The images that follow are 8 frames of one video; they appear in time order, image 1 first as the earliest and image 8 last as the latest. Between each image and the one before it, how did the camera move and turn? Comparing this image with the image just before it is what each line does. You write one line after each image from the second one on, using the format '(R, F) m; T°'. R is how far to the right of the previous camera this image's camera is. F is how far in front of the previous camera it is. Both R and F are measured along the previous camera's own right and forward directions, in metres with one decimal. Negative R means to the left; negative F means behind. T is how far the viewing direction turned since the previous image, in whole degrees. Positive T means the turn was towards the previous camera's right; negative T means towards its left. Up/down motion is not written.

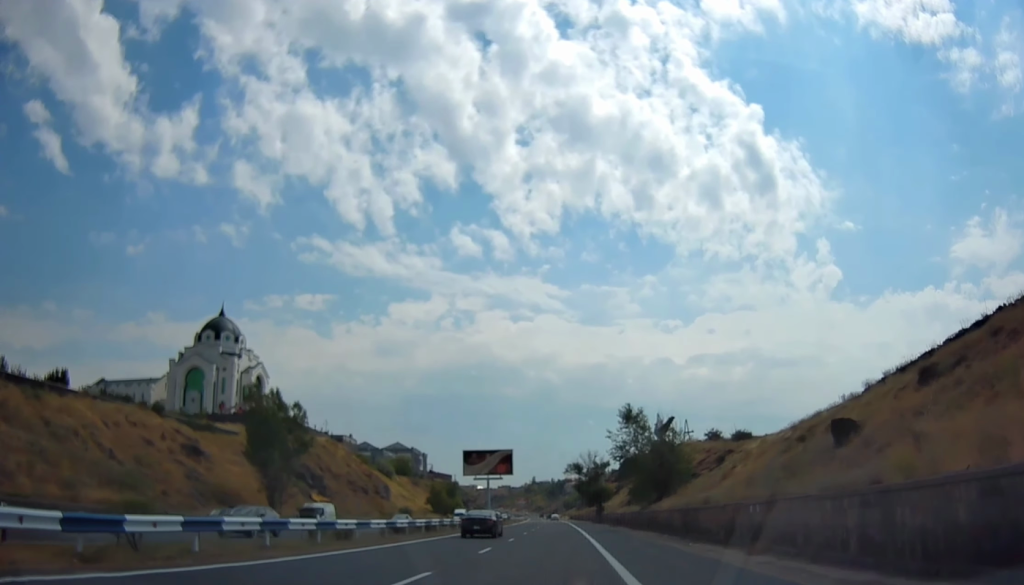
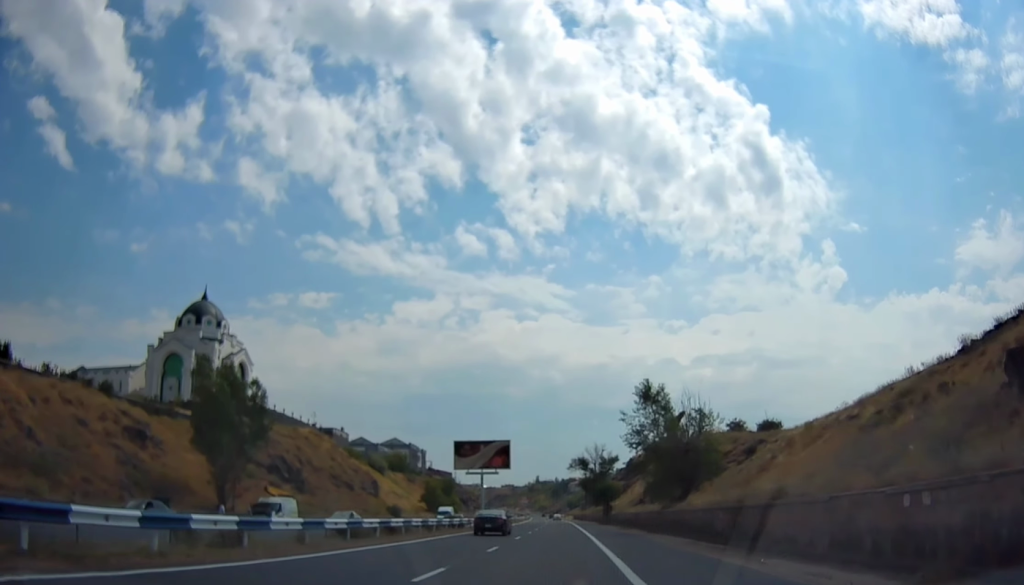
(-0.2, +9.9) m; -1°
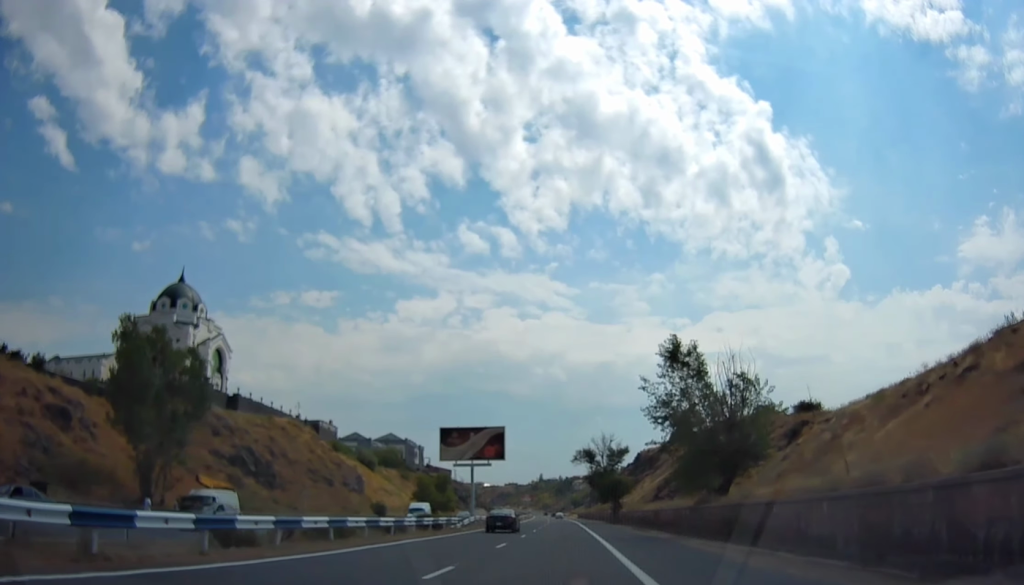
(-0.1, +10.6) m; -1°
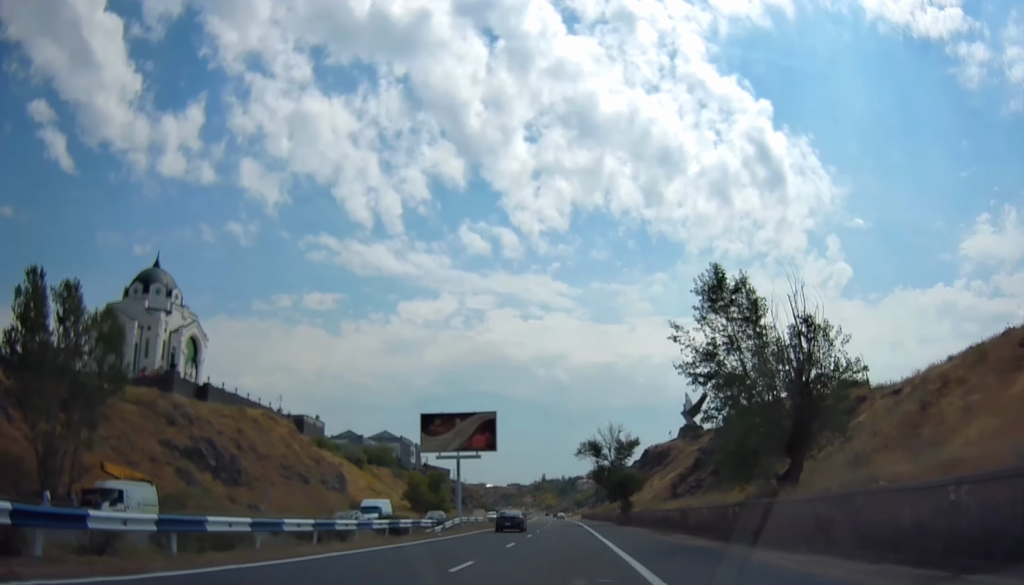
(+0.1, +9.8) m; -1°
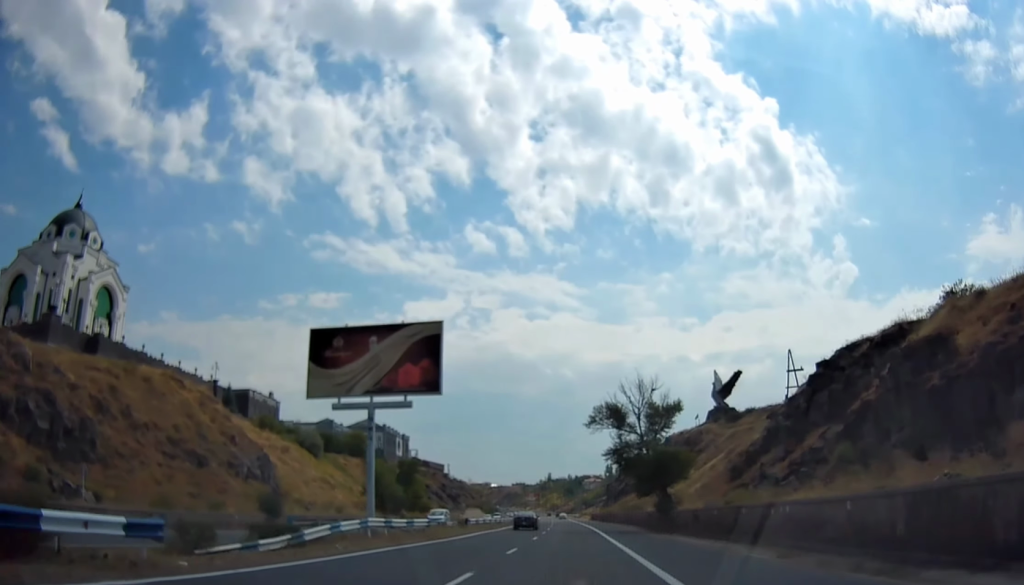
(-0.7, +25.6) m; -1°
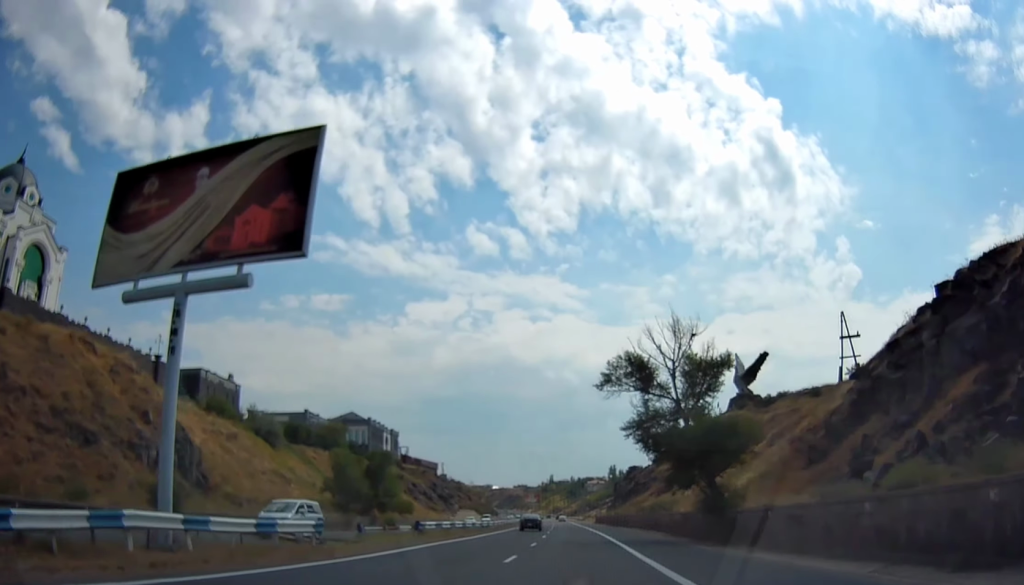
(+0.4, +15.9) m; 0°
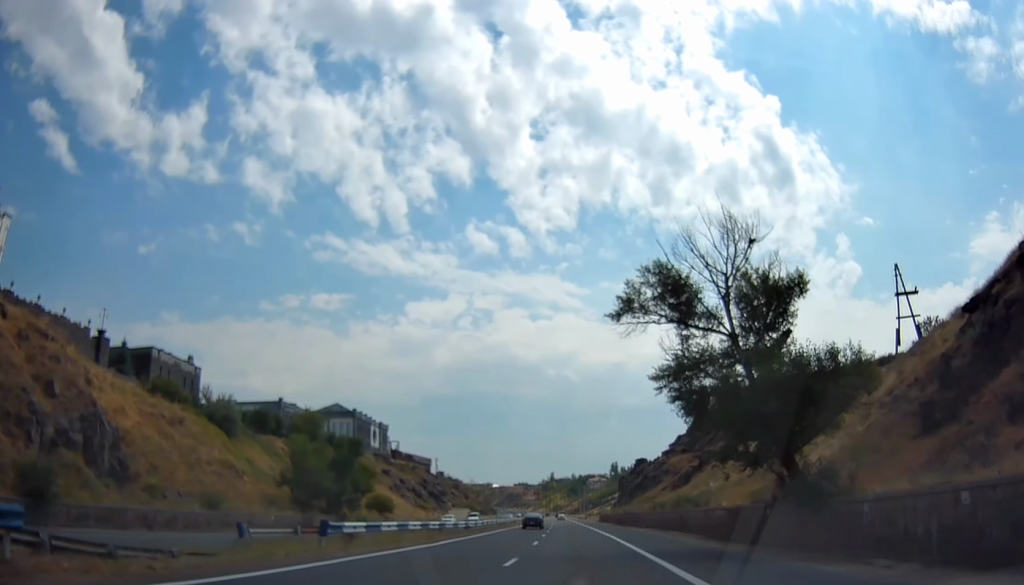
(+0.1, +12.0) m; 0°
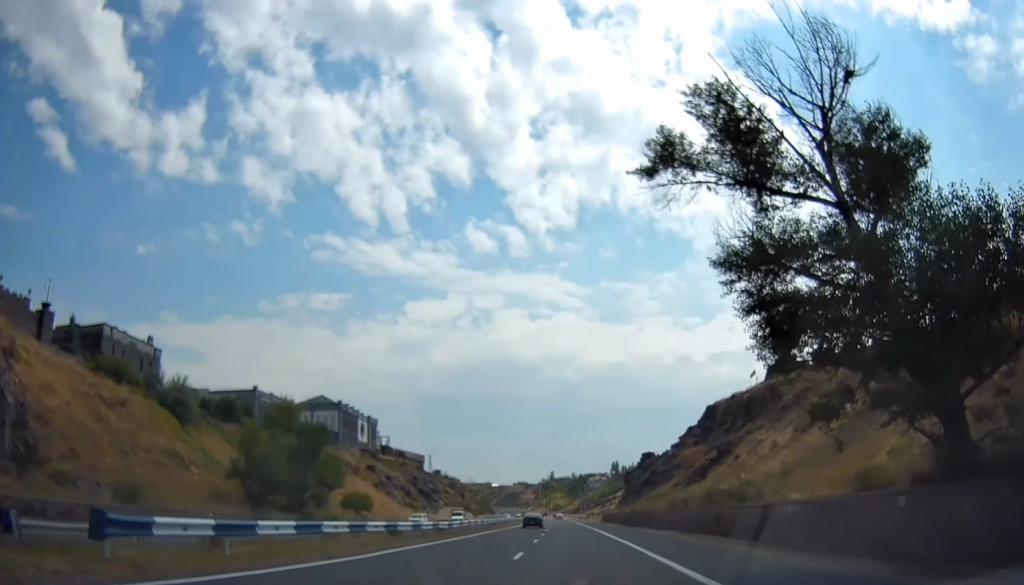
(-0.4, +9.9) m; 0°
